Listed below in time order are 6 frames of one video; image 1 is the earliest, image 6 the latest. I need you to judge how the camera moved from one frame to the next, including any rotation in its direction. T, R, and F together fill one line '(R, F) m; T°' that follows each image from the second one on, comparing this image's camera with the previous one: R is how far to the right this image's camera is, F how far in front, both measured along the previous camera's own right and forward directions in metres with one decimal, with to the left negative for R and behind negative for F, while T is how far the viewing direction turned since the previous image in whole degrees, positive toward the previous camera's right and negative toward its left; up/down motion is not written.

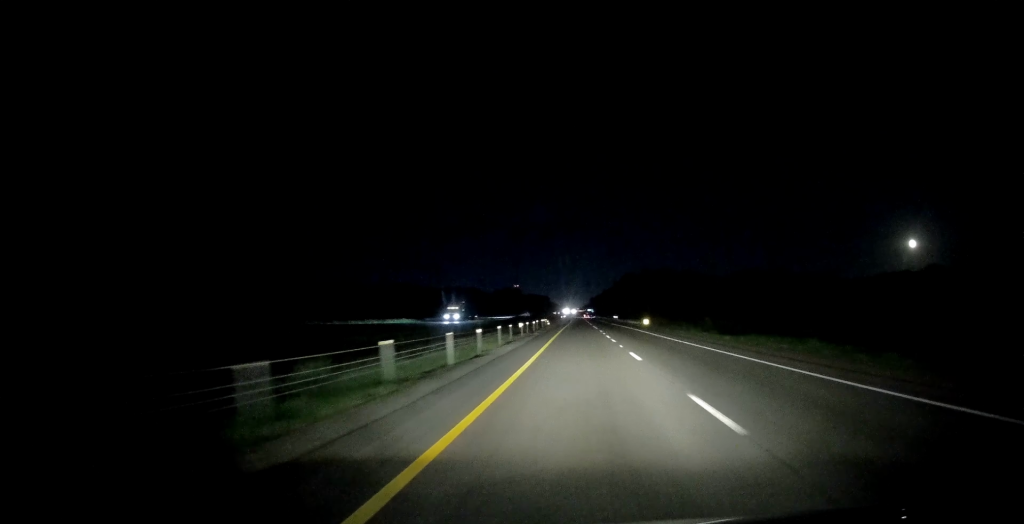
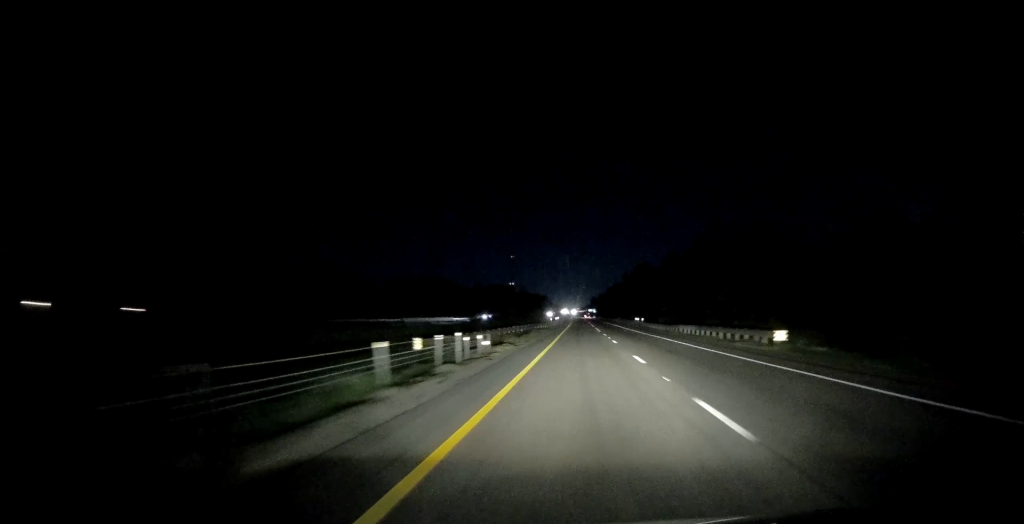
(+0.1, +56.4) m; 0°
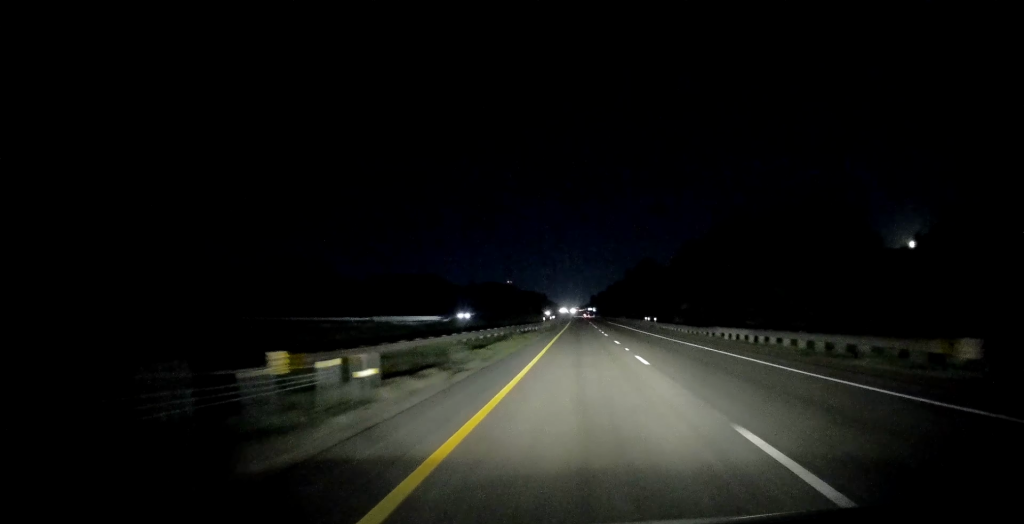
(0.0, +15.1) m; 0°
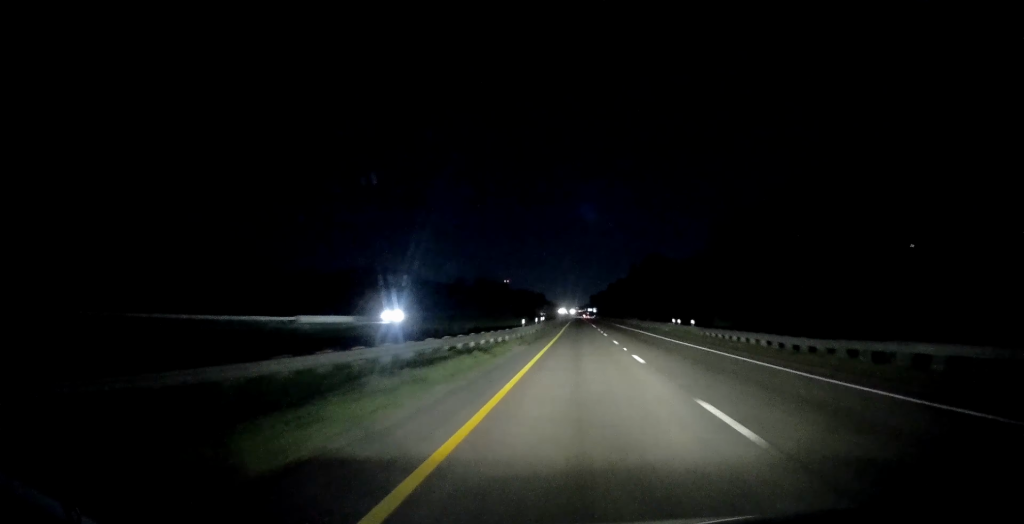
(+0.3, +24.2) m; -1°
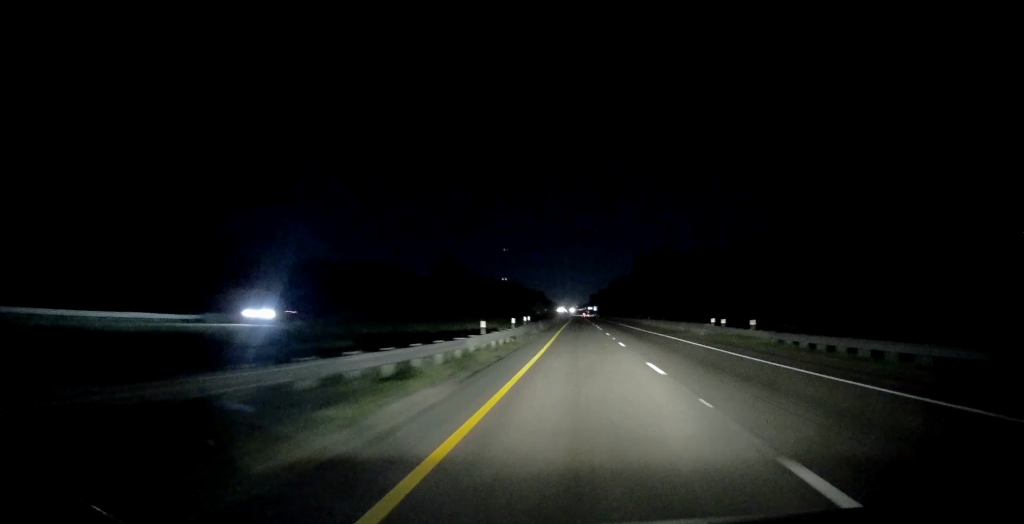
(-0.3, +17.1) m; 0°
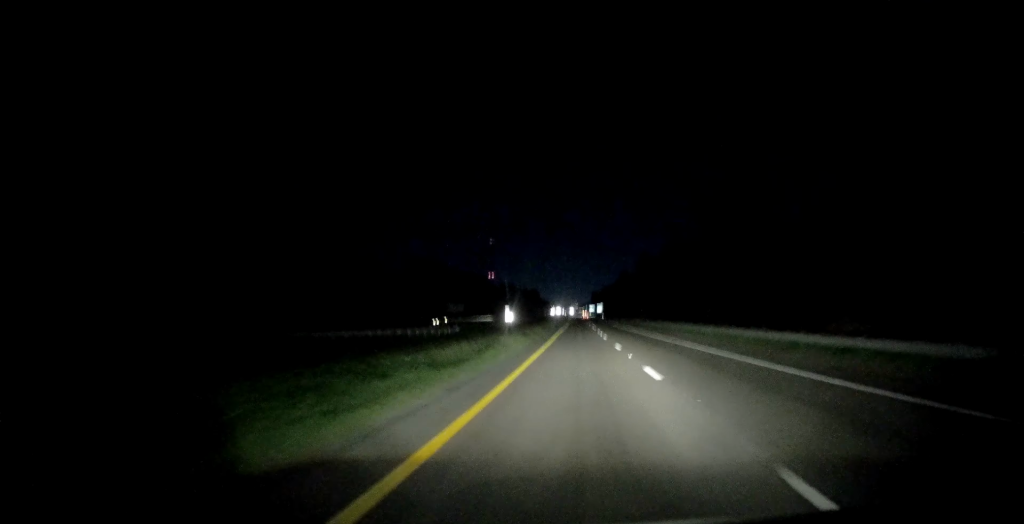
(+0.8, +89.5) m; +1°
